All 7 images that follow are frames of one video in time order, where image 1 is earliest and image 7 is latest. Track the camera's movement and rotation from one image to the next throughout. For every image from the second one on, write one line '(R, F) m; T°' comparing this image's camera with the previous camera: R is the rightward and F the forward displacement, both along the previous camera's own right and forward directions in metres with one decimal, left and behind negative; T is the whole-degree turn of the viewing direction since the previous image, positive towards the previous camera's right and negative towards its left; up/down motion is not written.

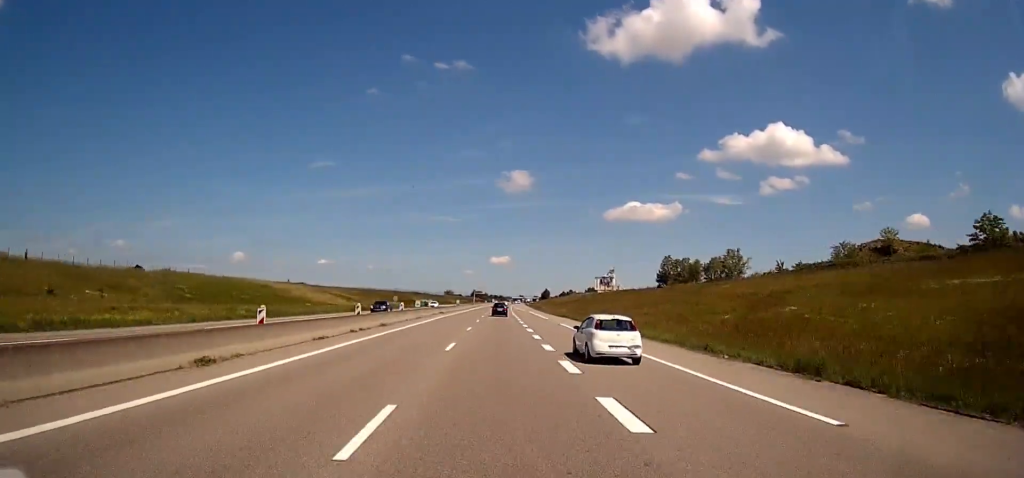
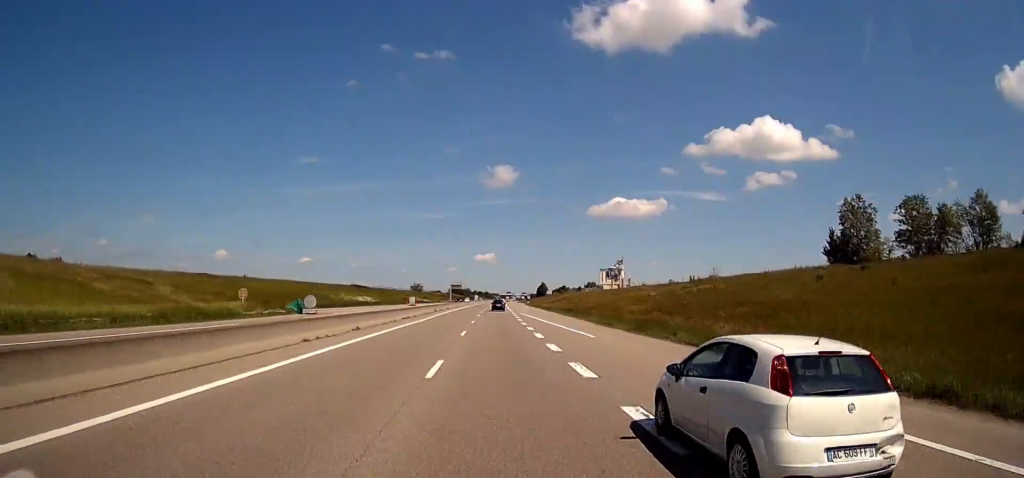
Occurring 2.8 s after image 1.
(+1.1, +85.1) m; +1°
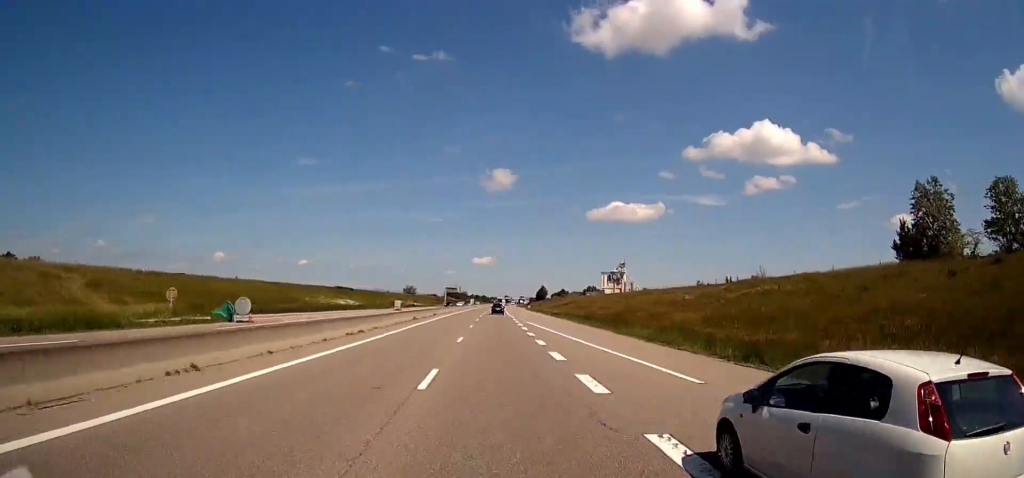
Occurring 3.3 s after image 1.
(0.0, +14.1) m; 0°
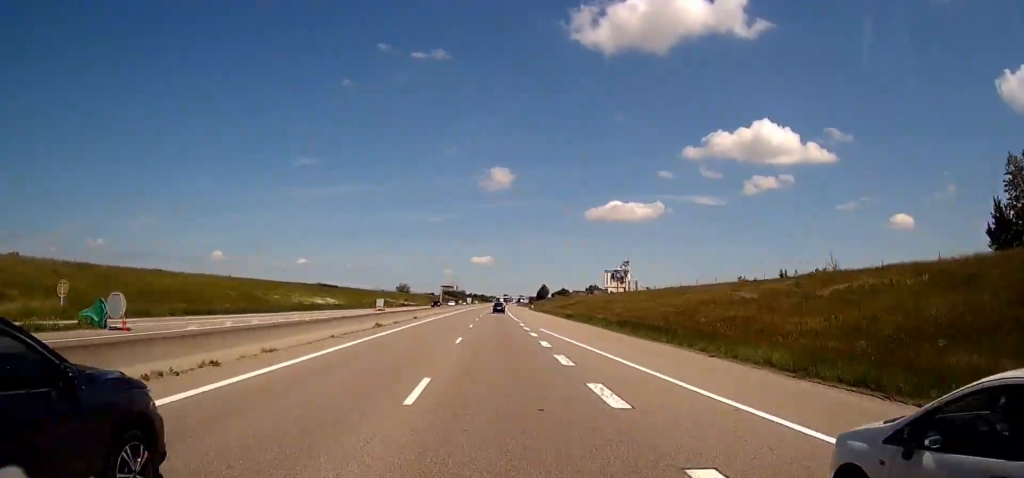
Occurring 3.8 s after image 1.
(-0.1, +15.1) m; 0°
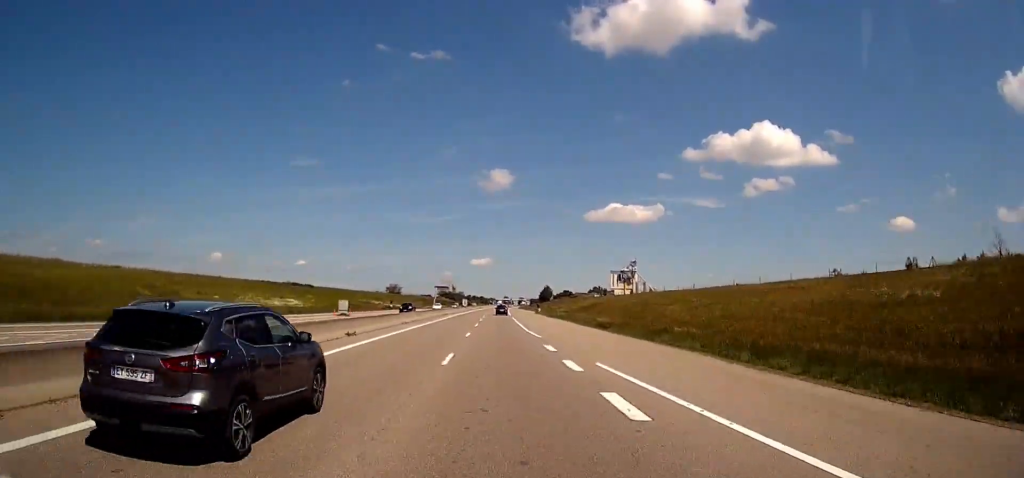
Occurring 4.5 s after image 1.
(0.0, +21.4) m; 0°
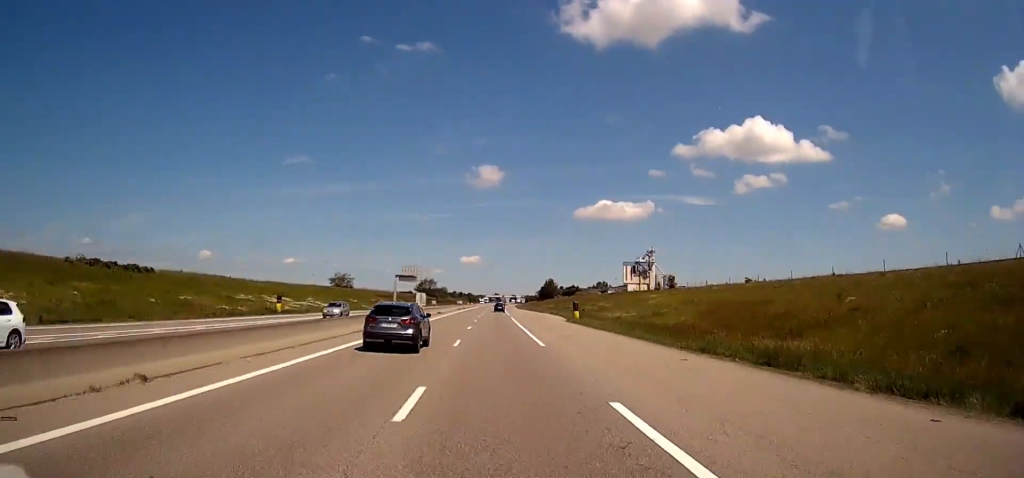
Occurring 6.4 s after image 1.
(+0.6, +60.8) m; +1°
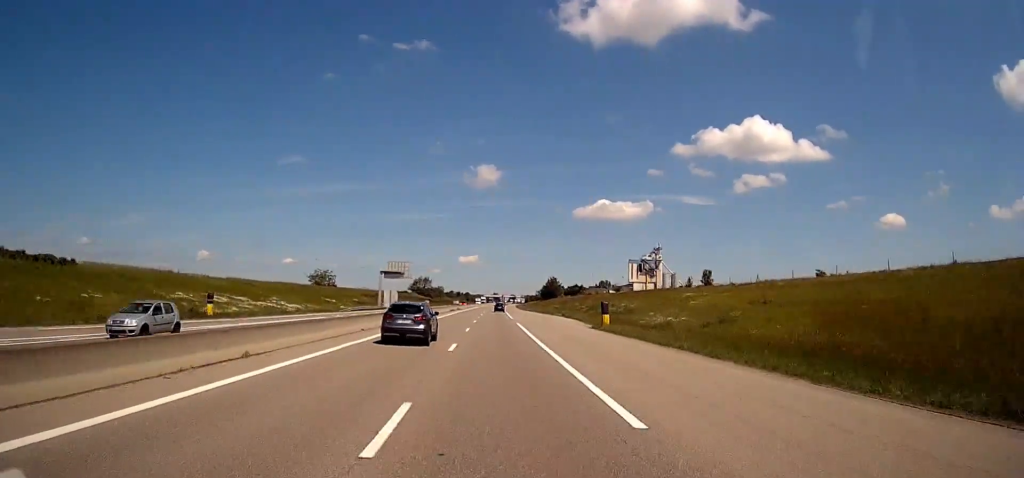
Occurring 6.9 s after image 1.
(0.0, +14.6) m; 0°
